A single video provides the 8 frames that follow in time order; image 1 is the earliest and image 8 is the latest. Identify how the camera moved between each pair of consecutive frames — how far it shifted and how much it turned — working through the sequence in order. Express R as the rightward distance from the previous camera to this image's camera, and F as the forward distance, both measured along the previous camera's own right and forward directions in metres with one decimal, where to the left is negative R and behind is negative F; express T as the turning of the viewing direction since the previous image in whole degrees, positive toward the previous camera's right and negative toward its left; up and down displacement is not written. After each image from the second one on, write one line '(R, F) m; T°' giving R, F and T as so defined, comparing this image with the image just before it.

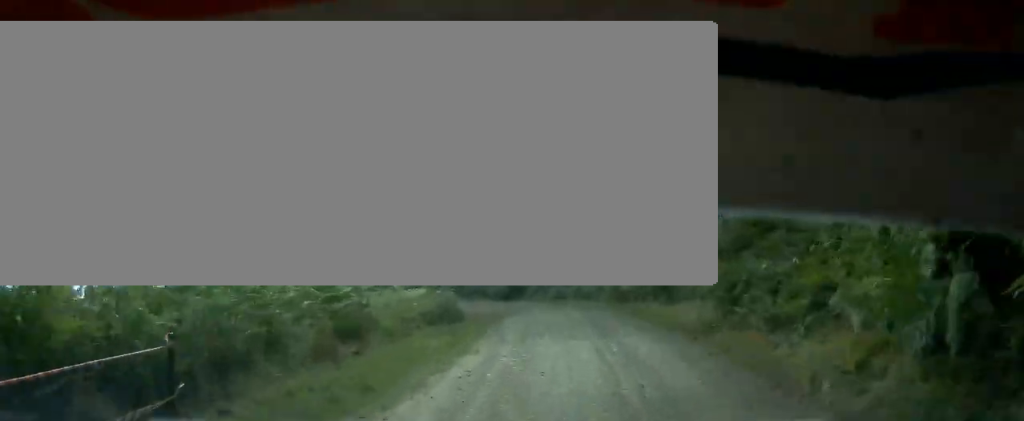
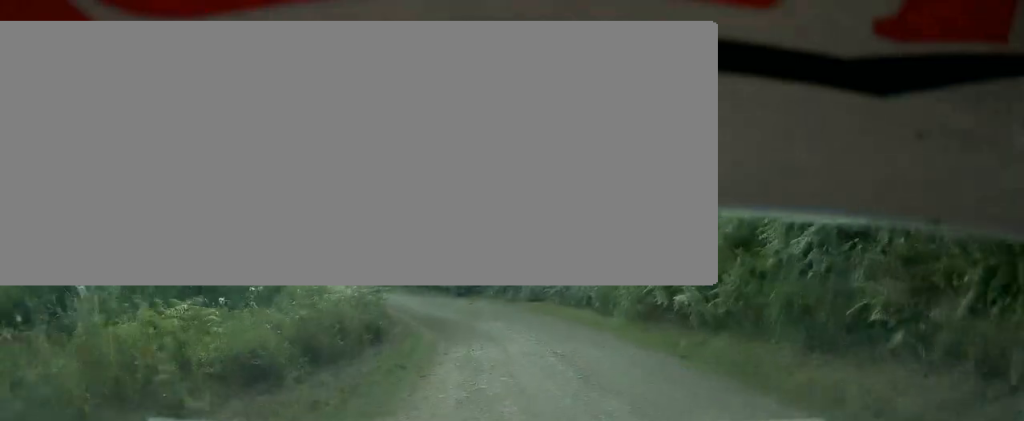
(-1.0, +15.5) m; -4°
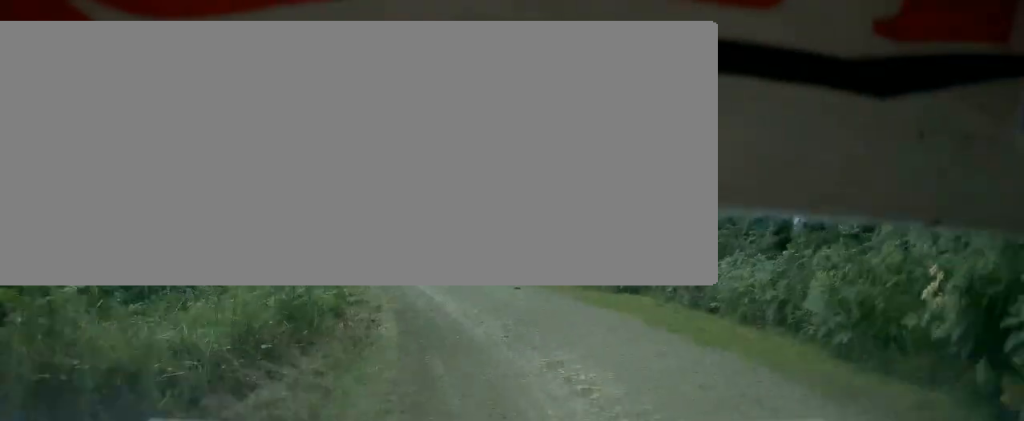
(-0.4, +16.8) m; 0°
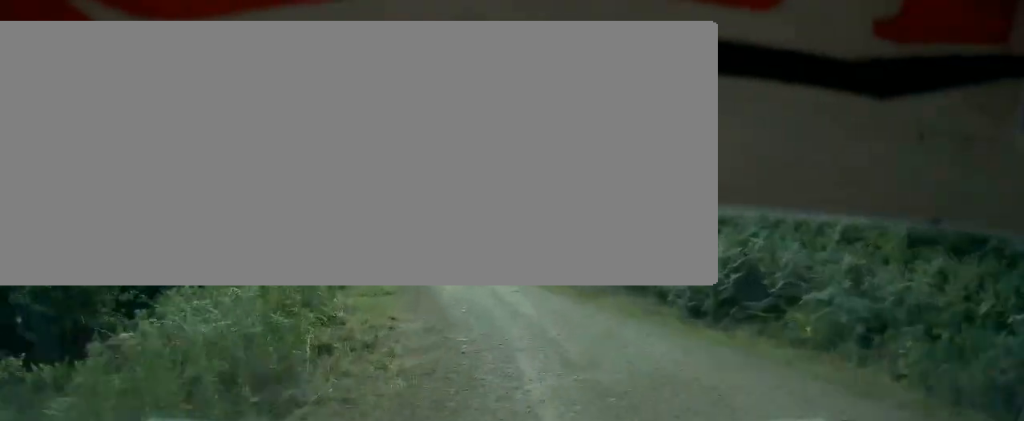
(0.0, +14.2) m; +1°
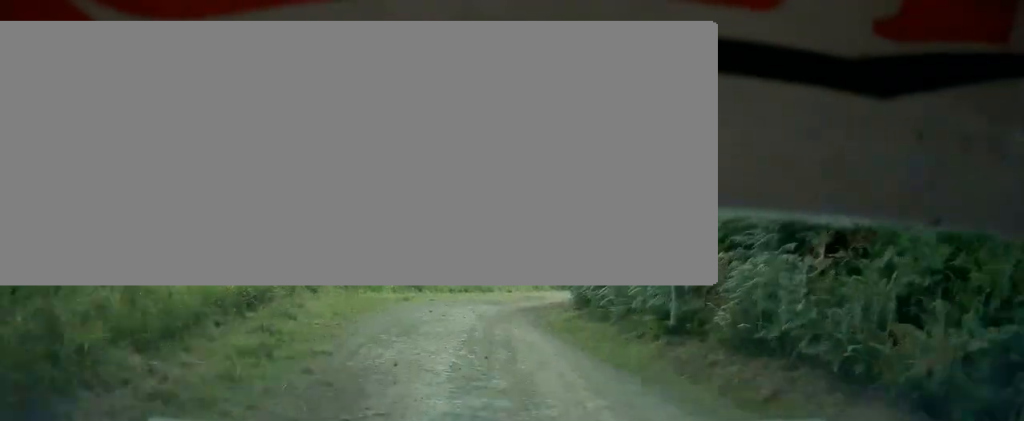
(+0.2, +11.6) m; +2°
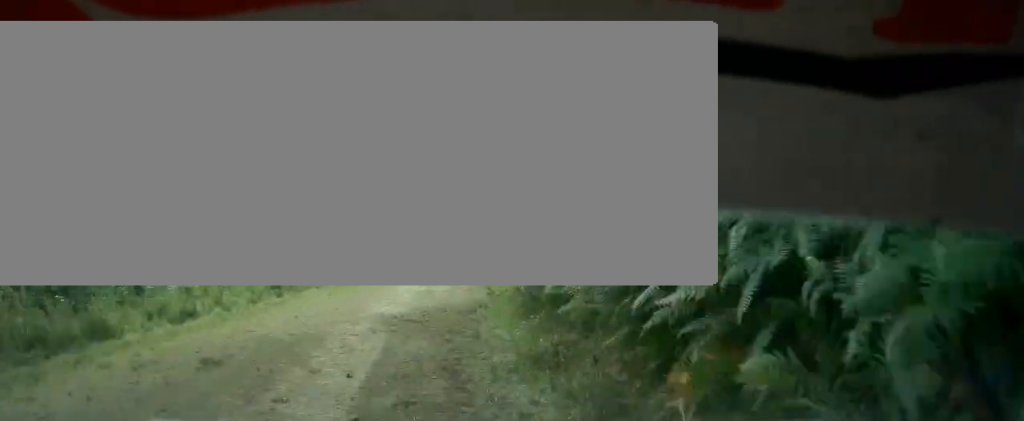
(+1.6, +35.7) m; +1°
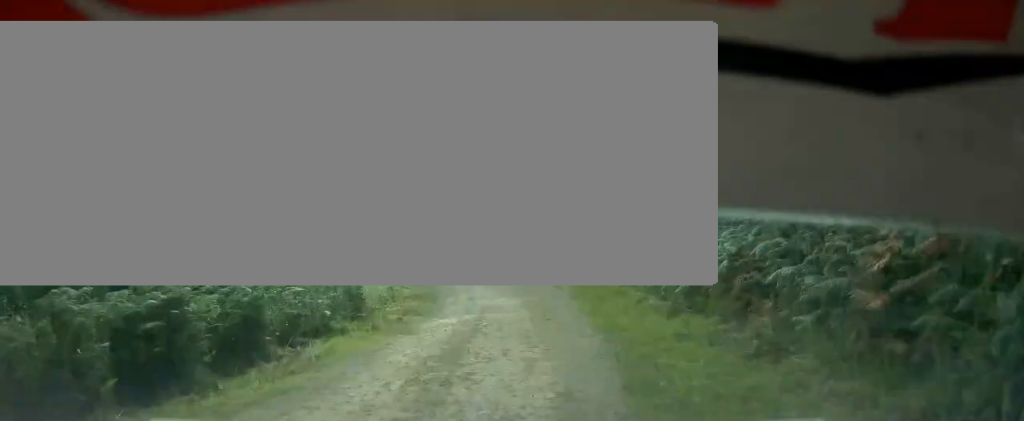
(-0.8, +20.7) m; -2°
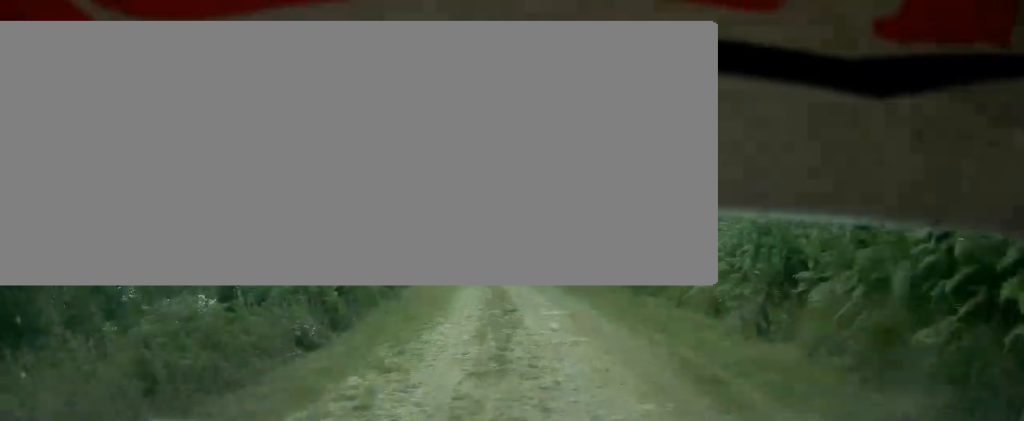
(-14.6, +97.8) m; -16°
